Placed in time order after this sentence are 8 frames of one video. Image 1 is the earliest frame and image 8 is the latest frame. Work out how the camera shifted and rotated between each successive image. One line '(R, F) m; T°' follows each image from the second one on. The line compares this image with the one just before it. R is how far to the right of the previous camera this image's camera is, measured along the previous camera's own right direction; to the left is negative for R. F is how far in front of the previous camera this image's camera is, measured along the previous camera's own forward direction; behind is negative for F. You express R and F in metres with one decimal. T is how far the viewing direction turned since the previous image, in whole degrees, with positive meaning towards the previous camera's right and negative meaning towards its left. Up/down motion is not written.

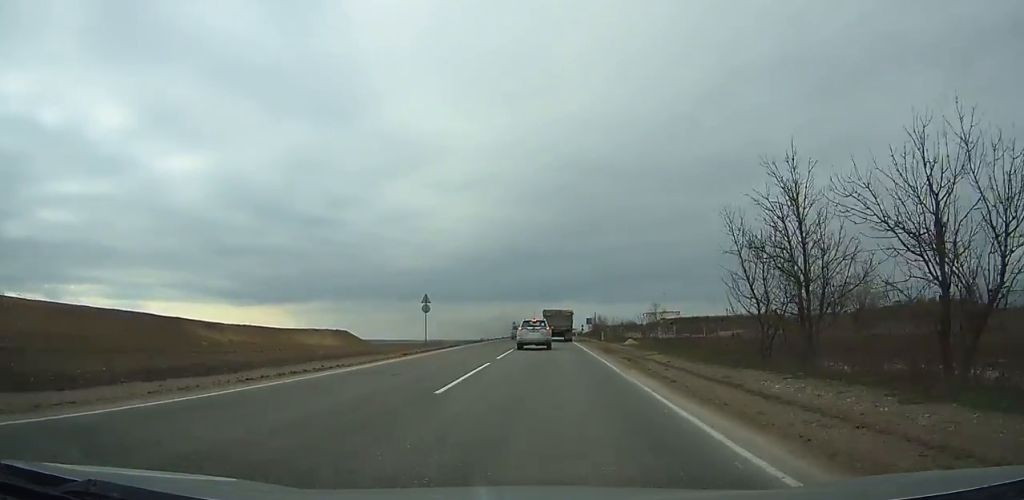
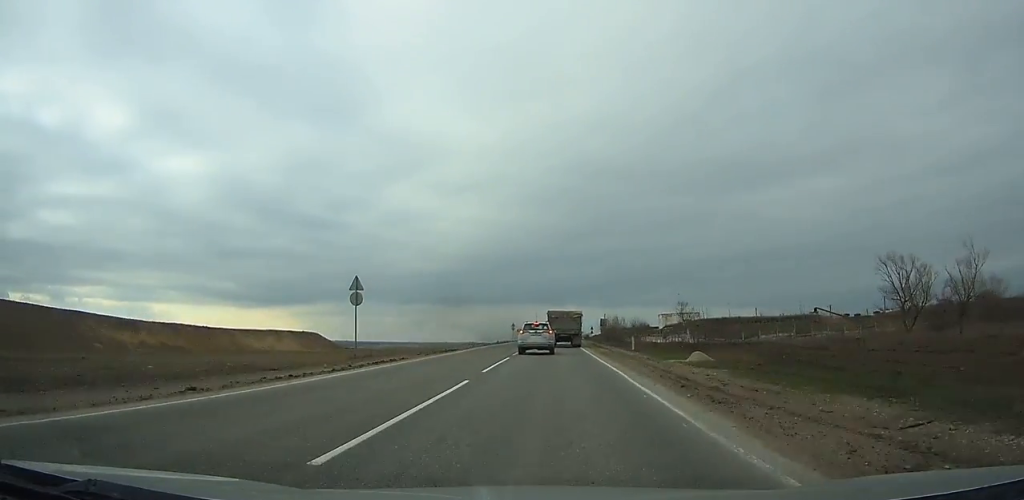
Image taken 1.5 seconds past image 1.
(-0.2, +16.8) m; 0°
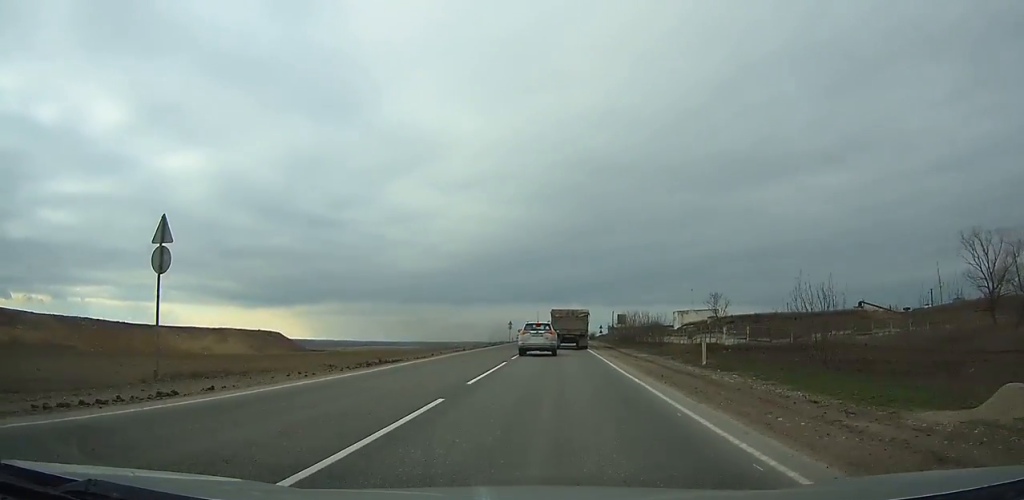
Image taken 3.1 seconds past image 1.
(+0.1, +14.9) m; +1°
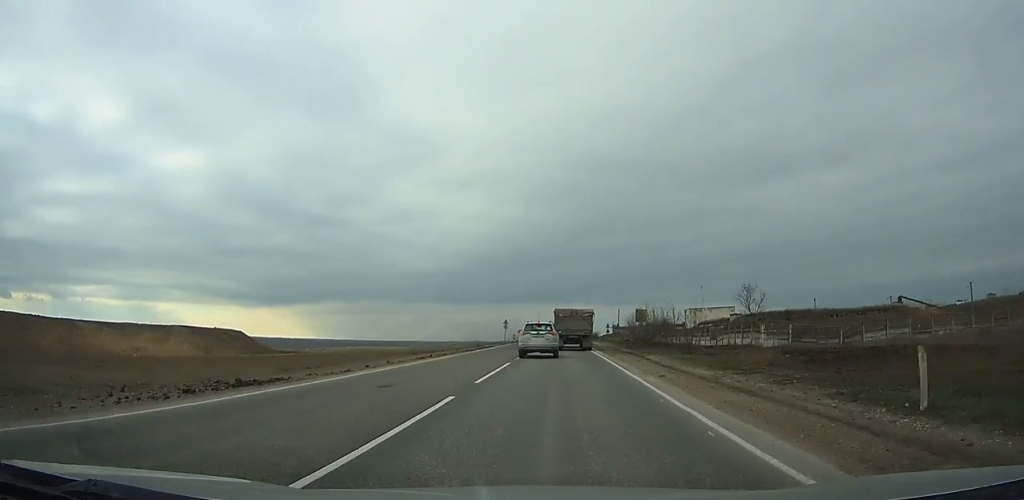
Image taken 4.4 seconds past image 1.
(+0.1, +10.5) m; +1°
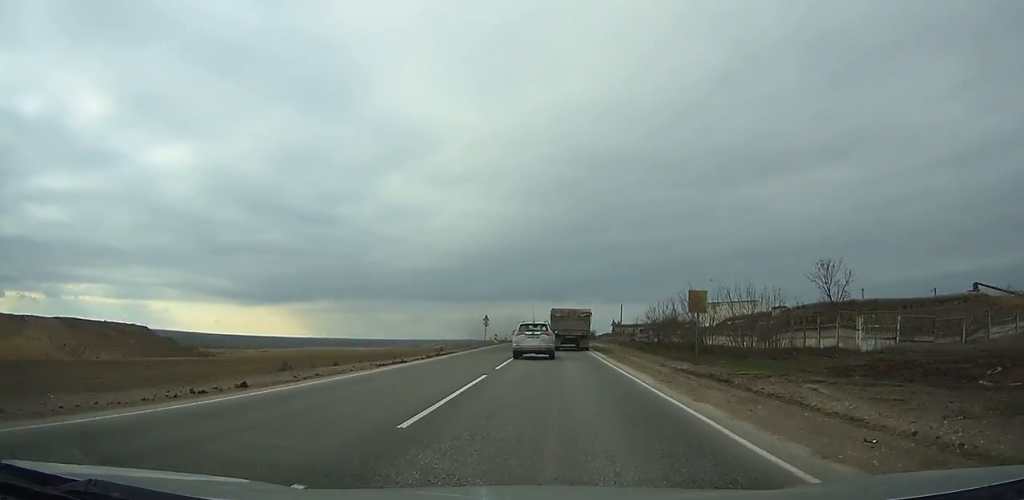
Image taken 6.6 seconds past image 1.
(+0.2, +18.0) m; +1°
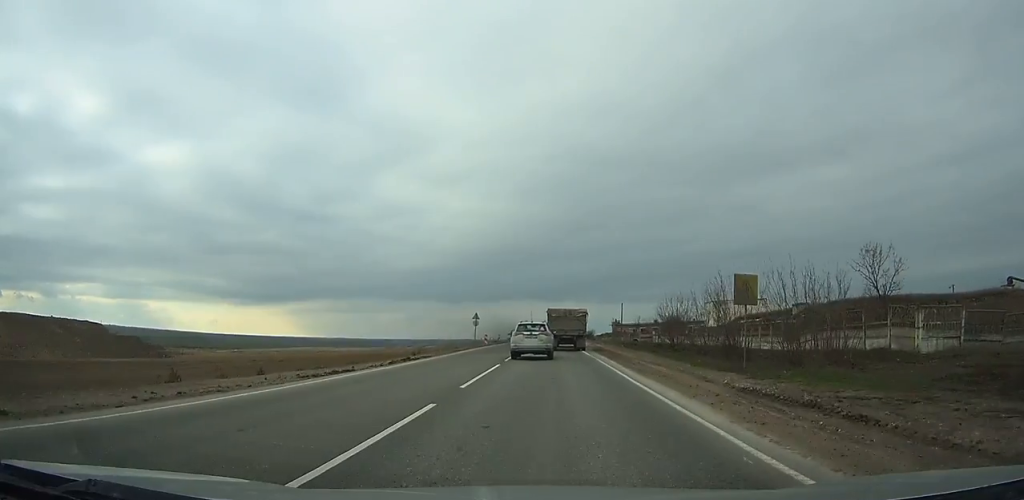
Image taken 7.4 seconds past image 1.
(0.0, +6.9) m; 0°
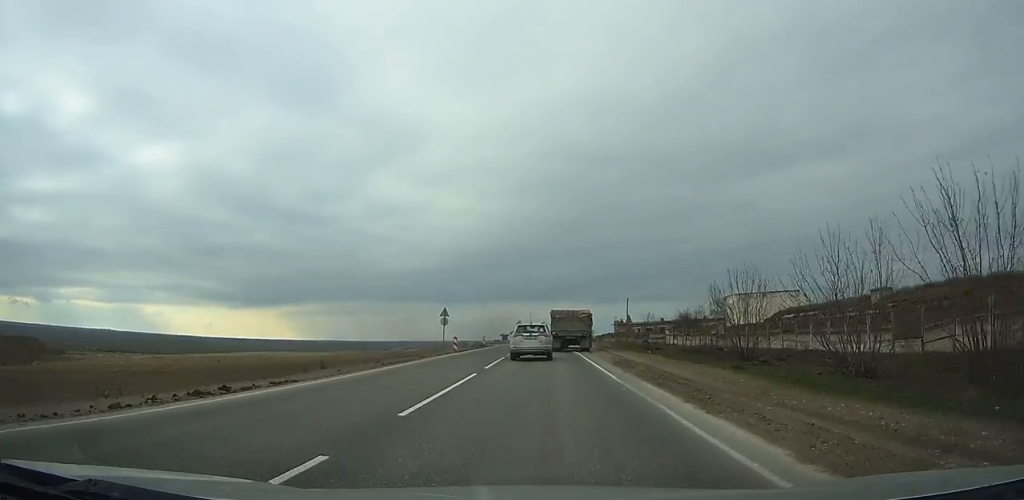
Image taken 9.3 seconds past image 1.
(0.0, +18.0) m; 0°
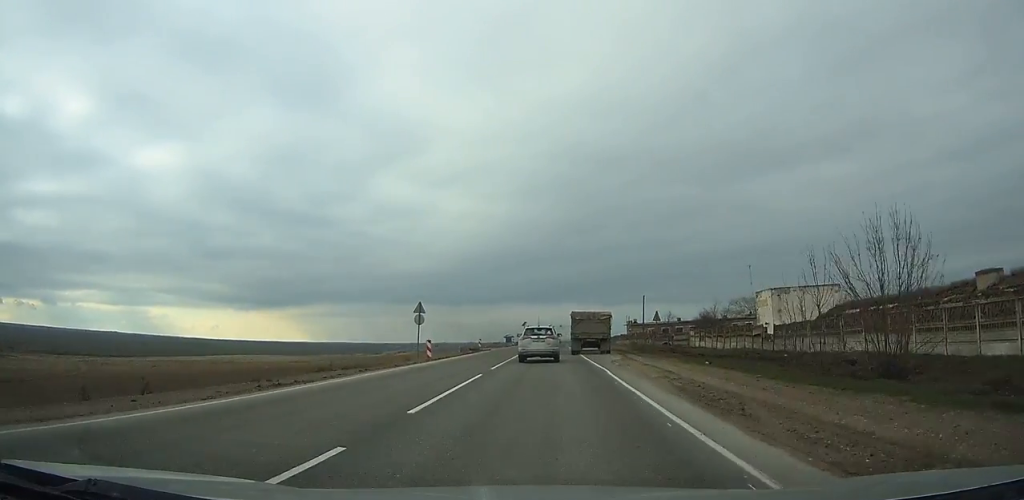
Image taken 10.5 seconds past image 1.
(0.0, +12.7) m; 0°
